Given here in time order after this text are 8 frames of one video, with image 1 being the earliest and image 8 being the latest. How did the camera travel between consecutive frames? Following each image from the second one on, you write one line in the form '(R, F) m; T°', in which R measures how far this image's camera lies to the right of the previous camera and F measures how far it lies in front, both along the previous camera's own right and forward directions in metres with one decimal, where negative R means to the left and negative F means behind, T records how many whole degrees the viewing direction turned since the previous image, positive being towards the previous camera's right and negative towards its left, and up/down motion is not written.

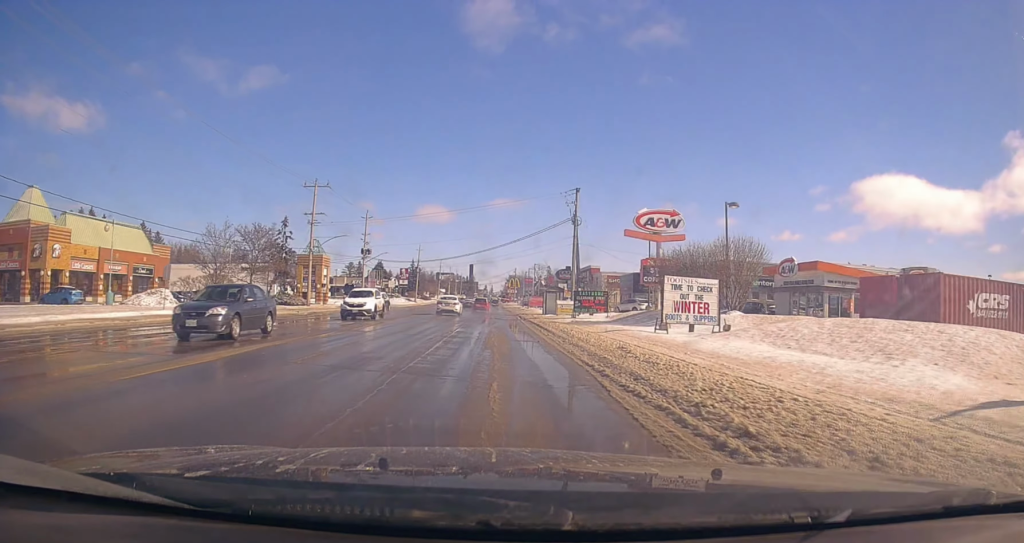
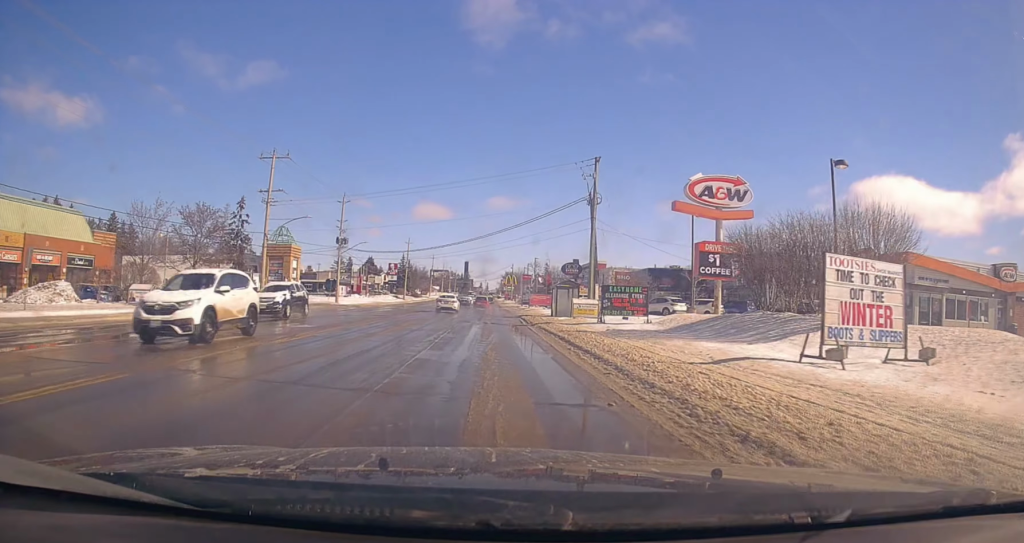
(-0.3, +12.2) m; -1°
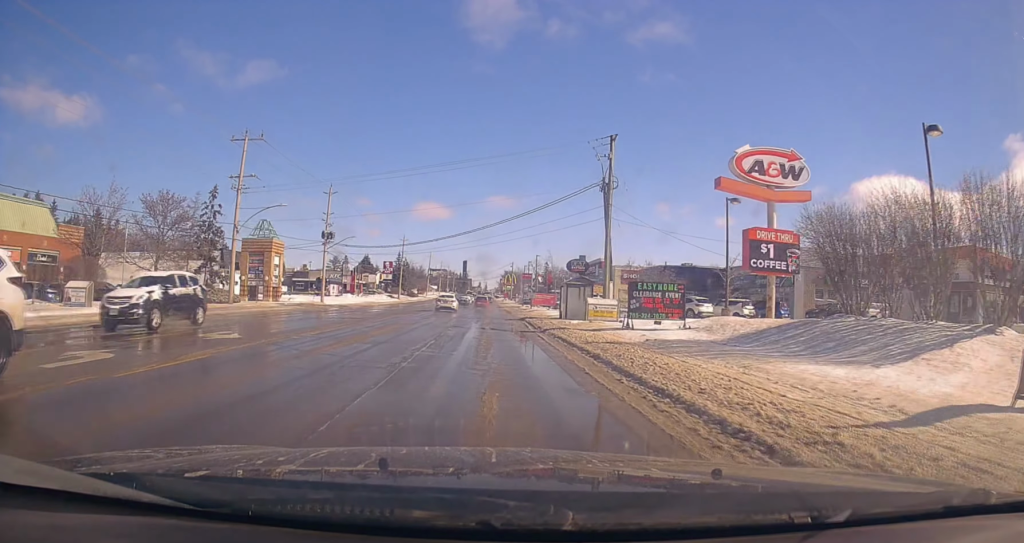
(0.0, +6.2) m; +1°
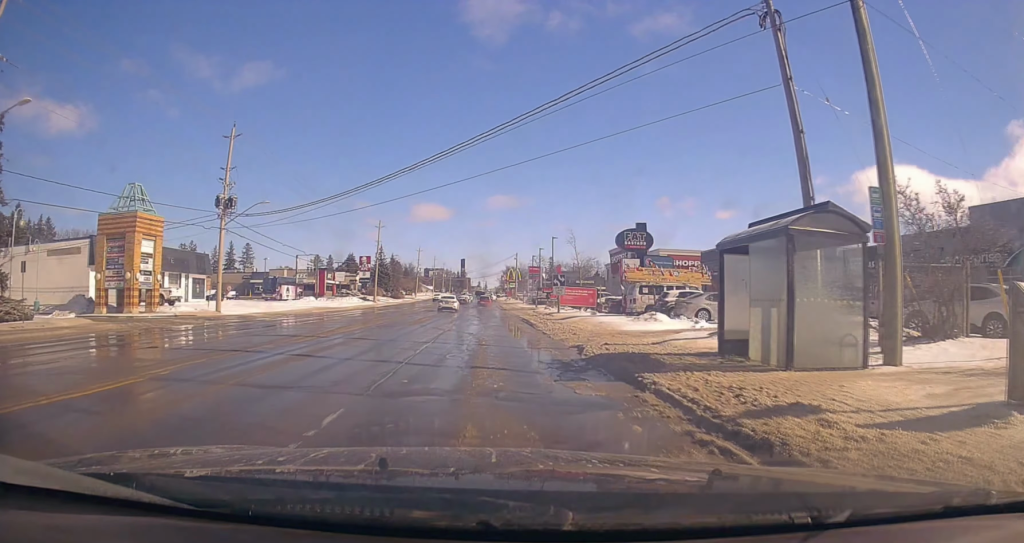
(+0.8, +27.6) m; +1°
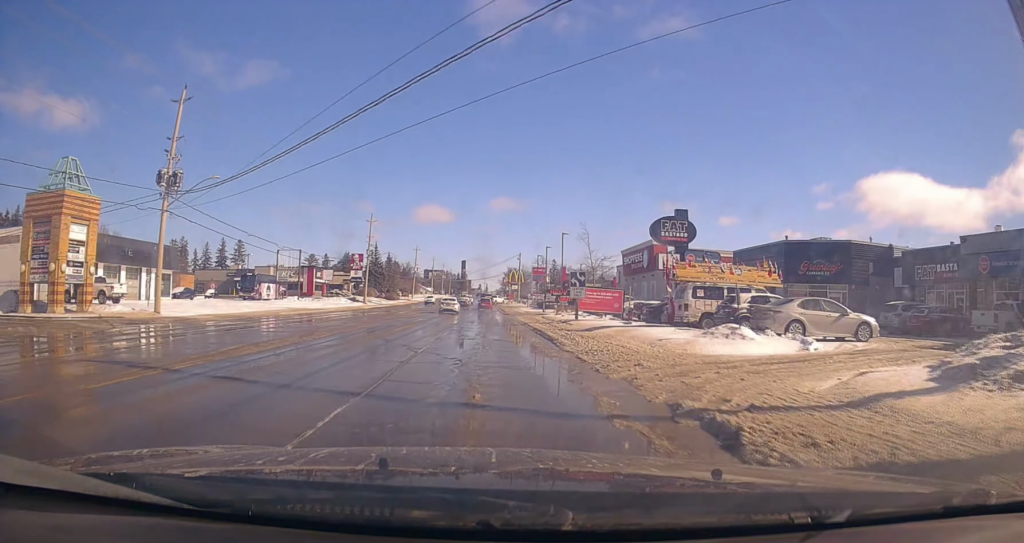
(-0.2, +8.8) m; -1°
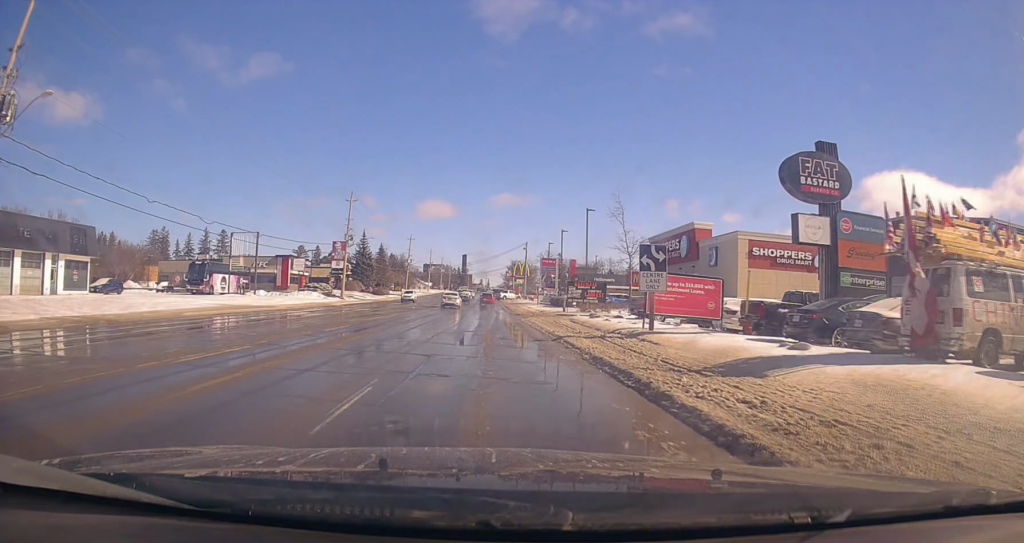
(+0.1, +15.7) m; +2°
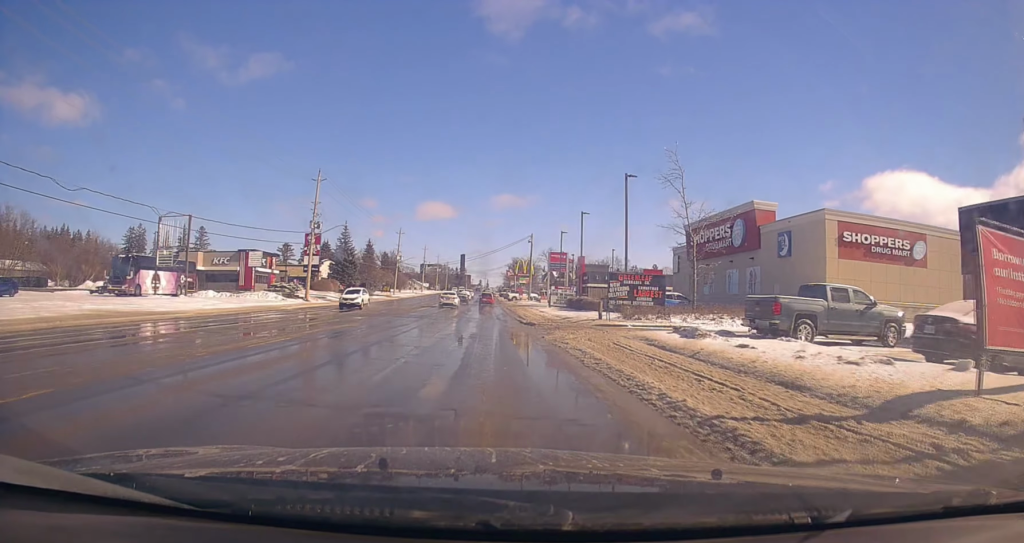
(+0.2, +15.5) m; -1°
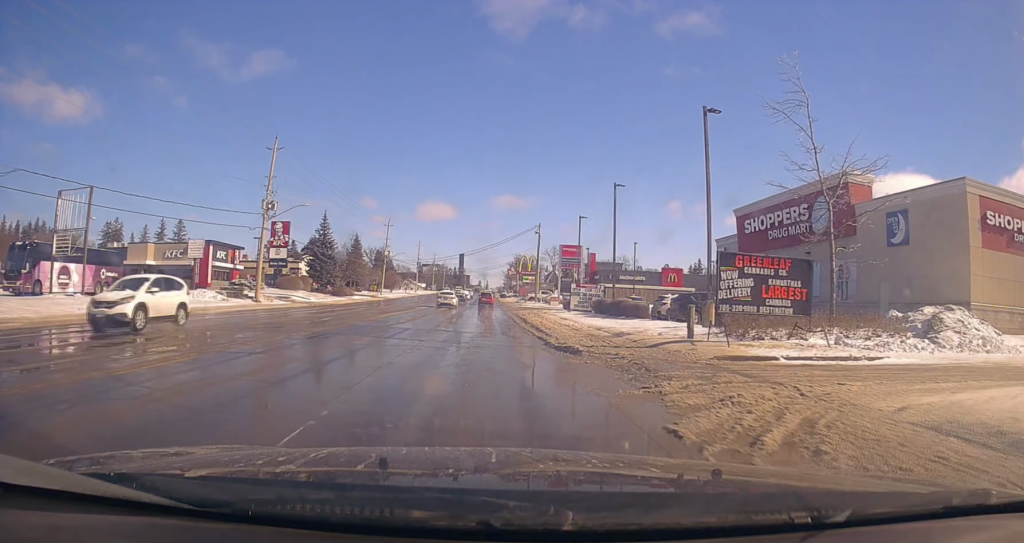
(-0.4, +14.5) m; -1°
